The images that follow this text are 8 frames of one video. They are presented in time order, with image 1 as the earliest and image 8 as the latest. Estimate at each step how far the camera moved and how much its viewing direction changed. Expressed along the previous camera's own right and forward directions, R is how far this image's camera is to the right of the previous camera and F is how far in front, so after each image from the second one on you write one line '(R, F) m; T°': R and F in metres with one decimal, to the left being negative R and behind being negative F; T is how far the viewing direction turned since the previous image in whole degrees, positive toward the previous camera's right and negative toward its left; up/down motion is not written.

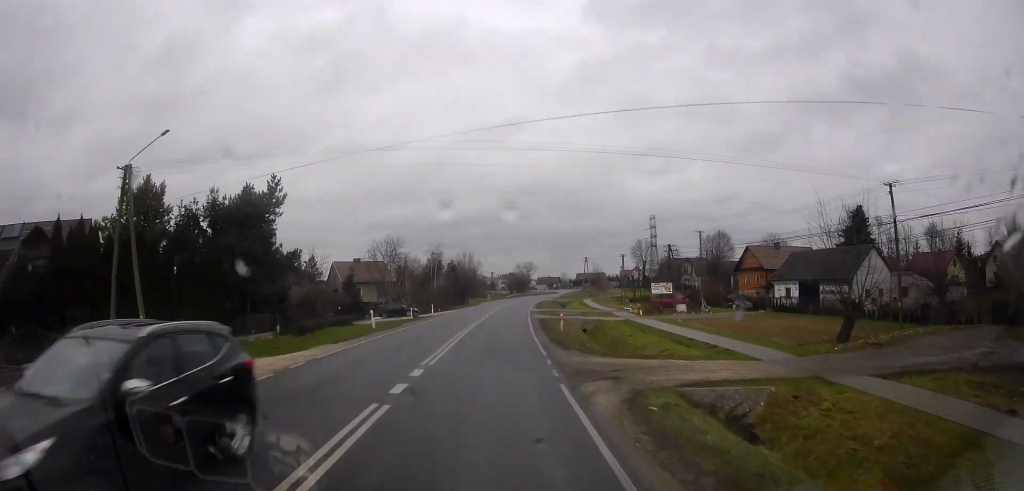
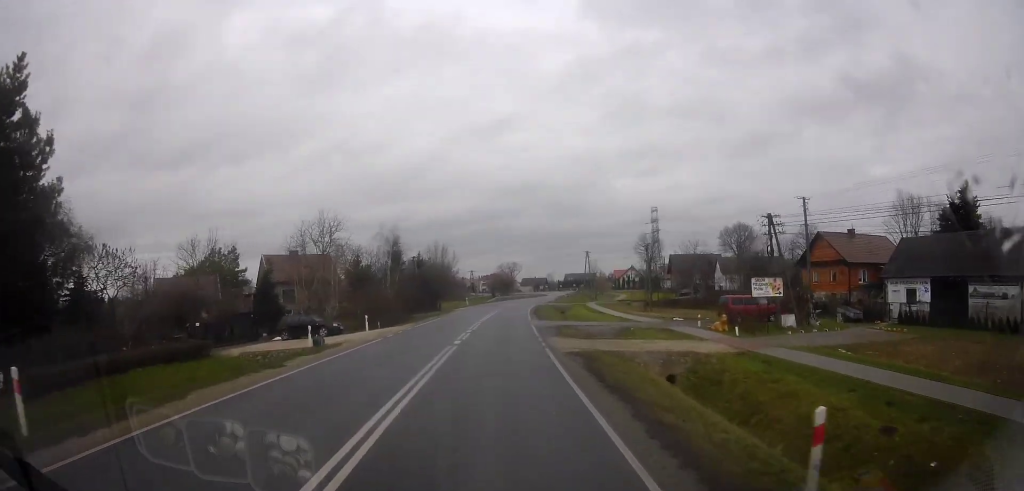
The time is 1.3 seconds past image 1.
(-0.7, +21.3) m; +1°
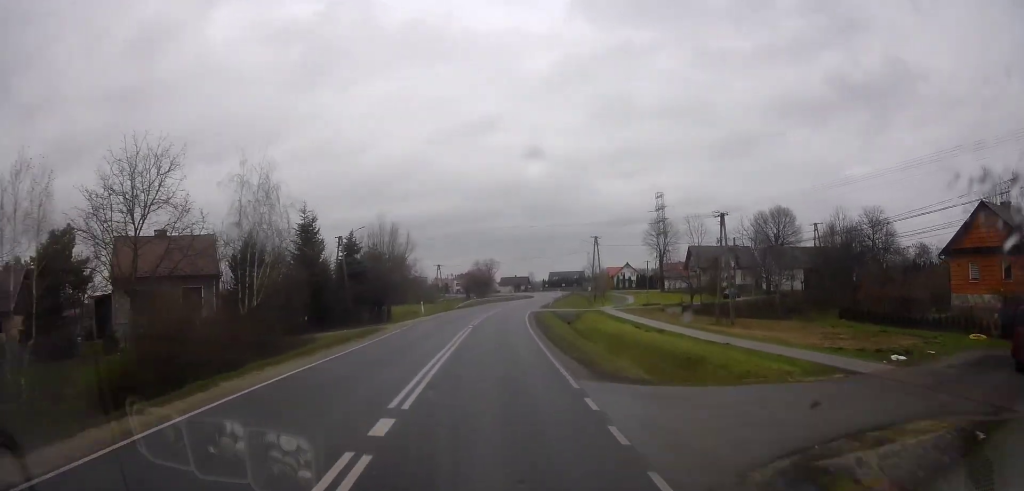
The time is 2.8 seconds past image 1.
(+1.2, +25.2) m; 0°
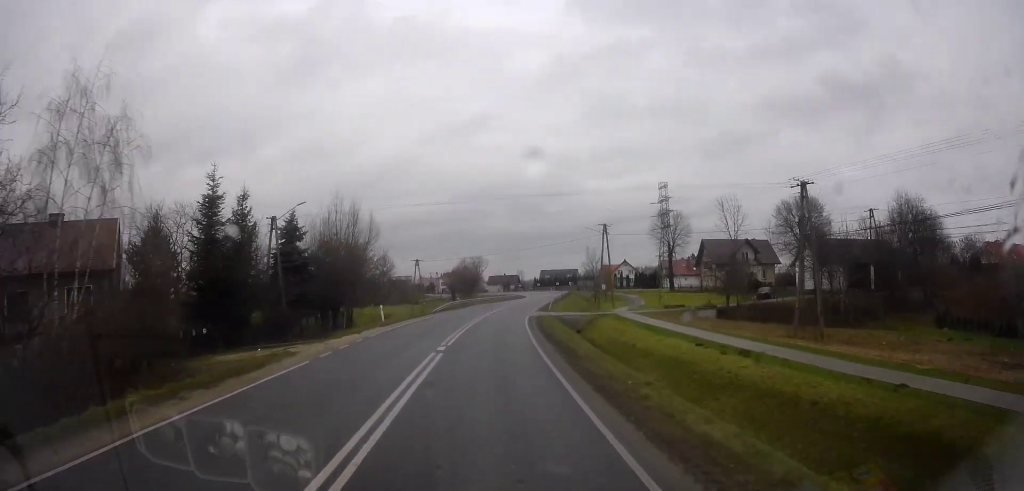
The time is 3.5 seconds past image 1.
(-0.3, +11.8) m; -1°
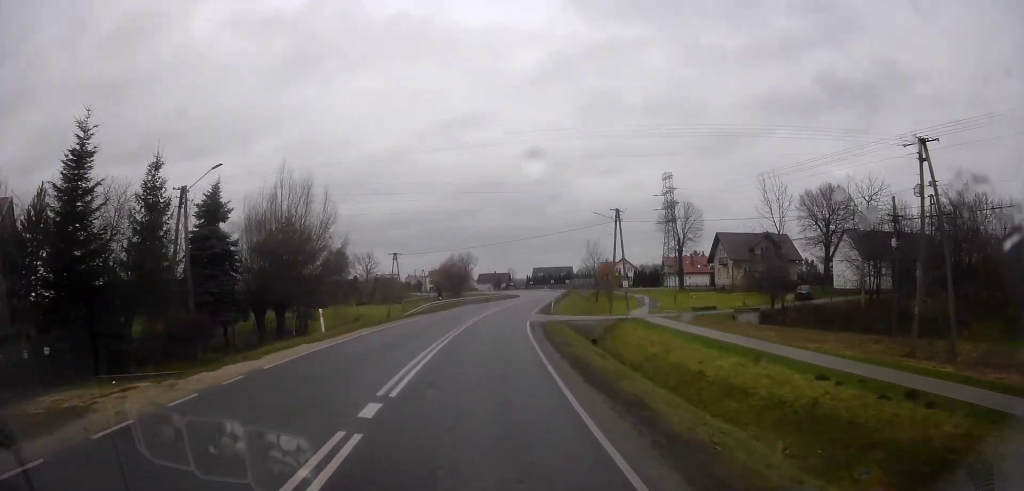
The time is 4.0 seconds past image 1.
(-0.5, +9.4) m; 0°
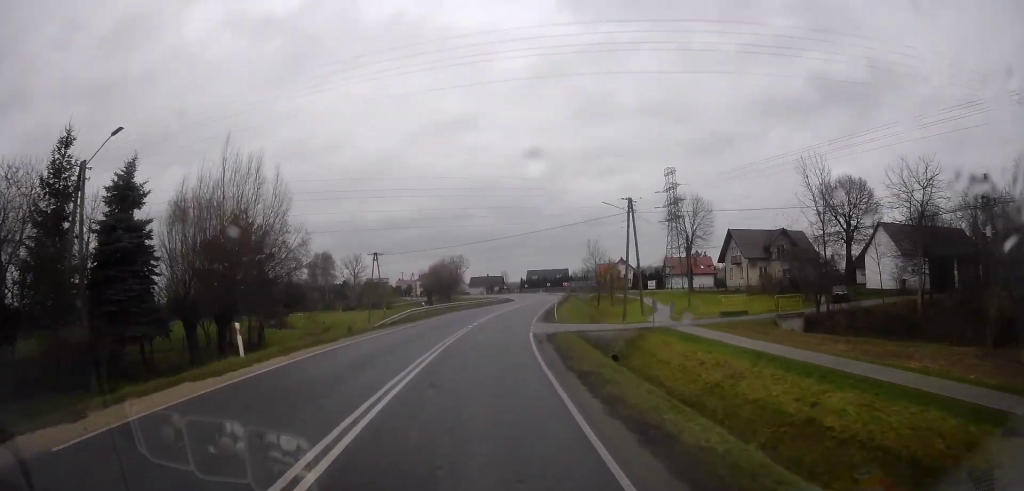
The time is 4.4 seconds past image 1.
(+0.3, +6.9) m; +2°
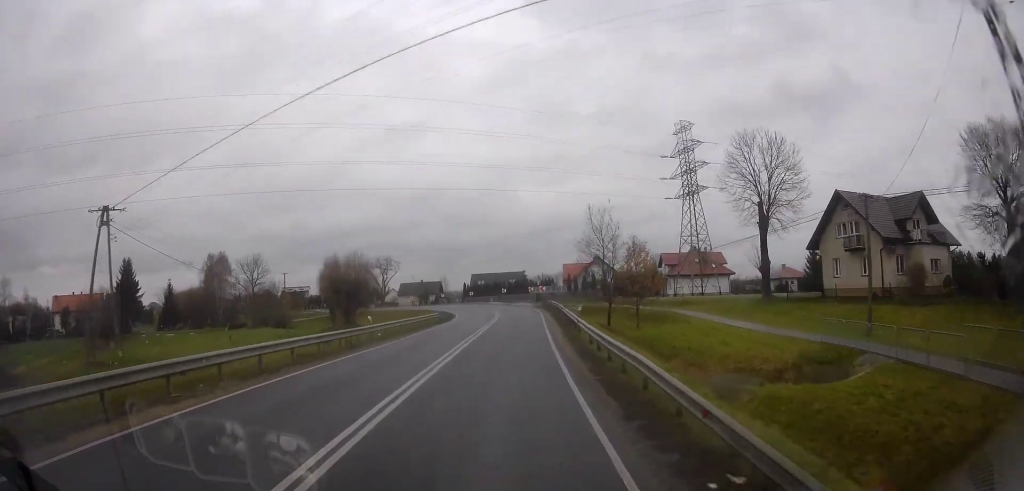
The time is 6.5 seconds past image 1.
(+3.8, +36.1) m; +8°
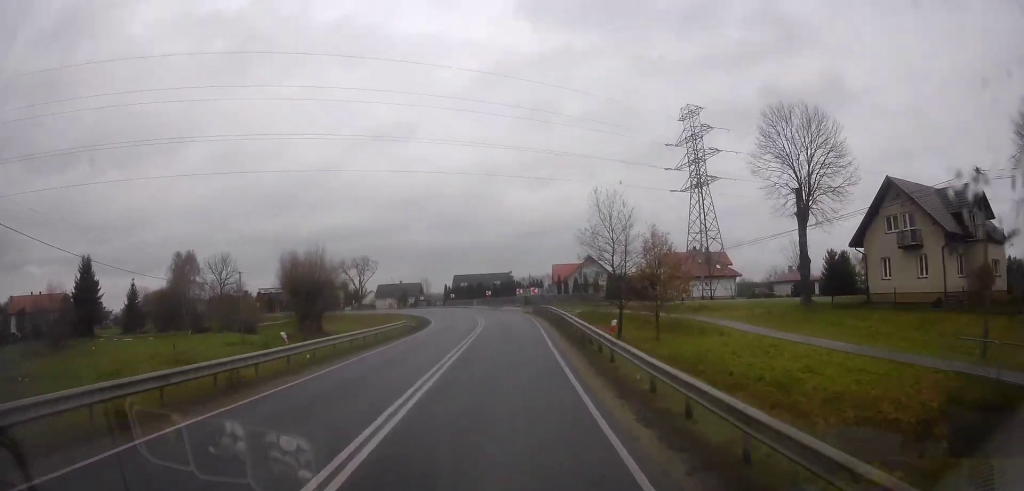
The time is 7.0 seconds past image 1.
(+0.1, +8.3) m; 0°
